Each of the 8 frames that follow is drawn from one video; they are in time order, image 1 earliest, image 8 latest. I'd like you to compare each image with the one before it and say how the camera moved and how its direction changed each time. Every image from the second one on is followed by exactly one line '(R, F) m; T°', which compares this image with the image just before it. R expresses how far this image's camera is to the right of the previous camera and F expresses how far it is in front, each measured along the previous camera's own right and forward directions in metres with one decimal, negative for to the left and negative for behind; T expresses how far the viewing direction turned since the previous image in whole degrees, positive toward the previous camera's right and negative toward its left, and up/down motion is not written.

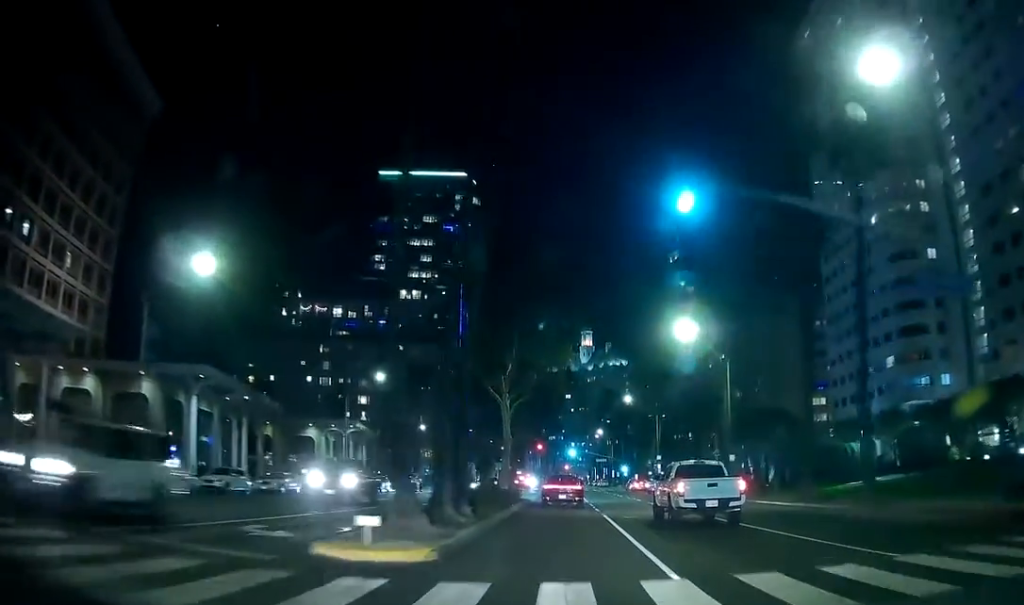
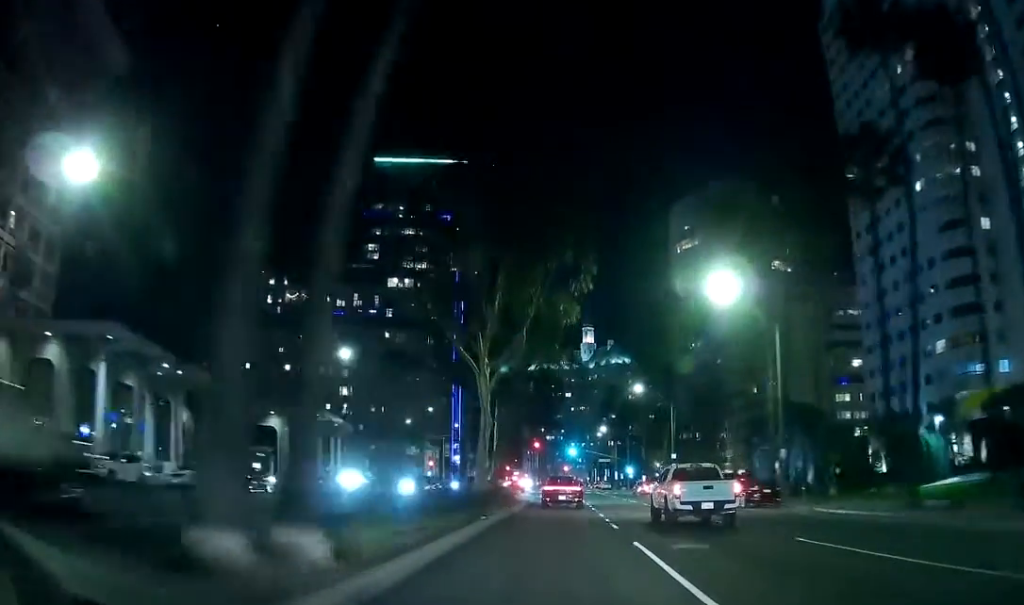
(+0.4, +11.7) m; +2°
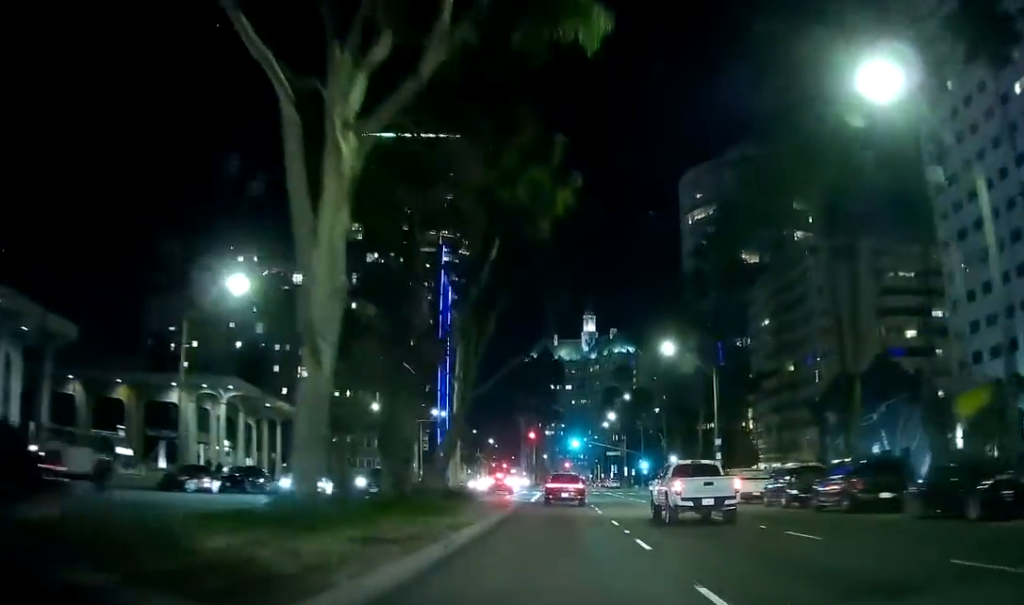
(+0.1, +21.4) m; 0°
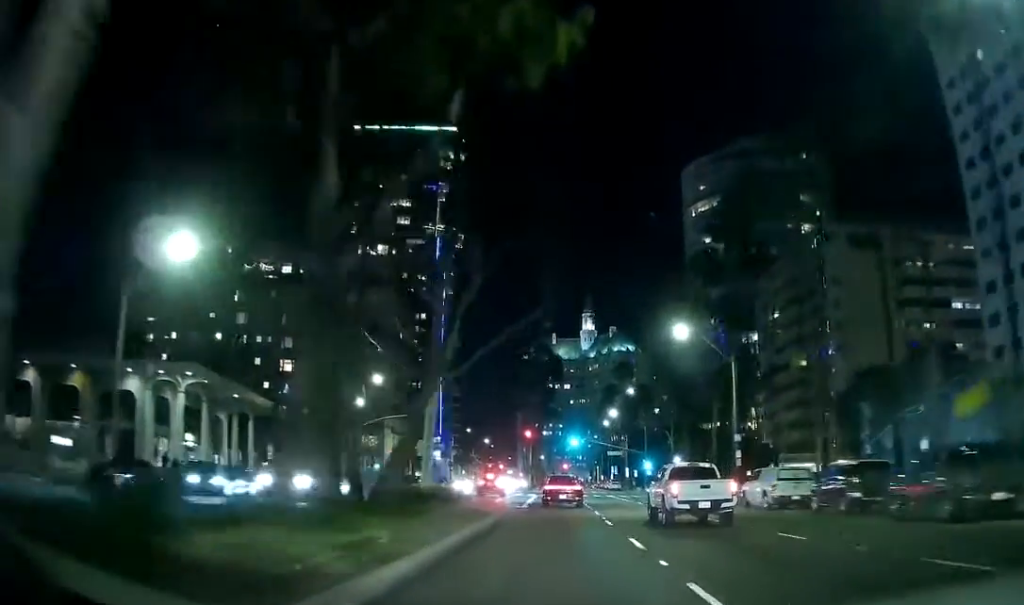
(0.0, +6.5) m; 0°
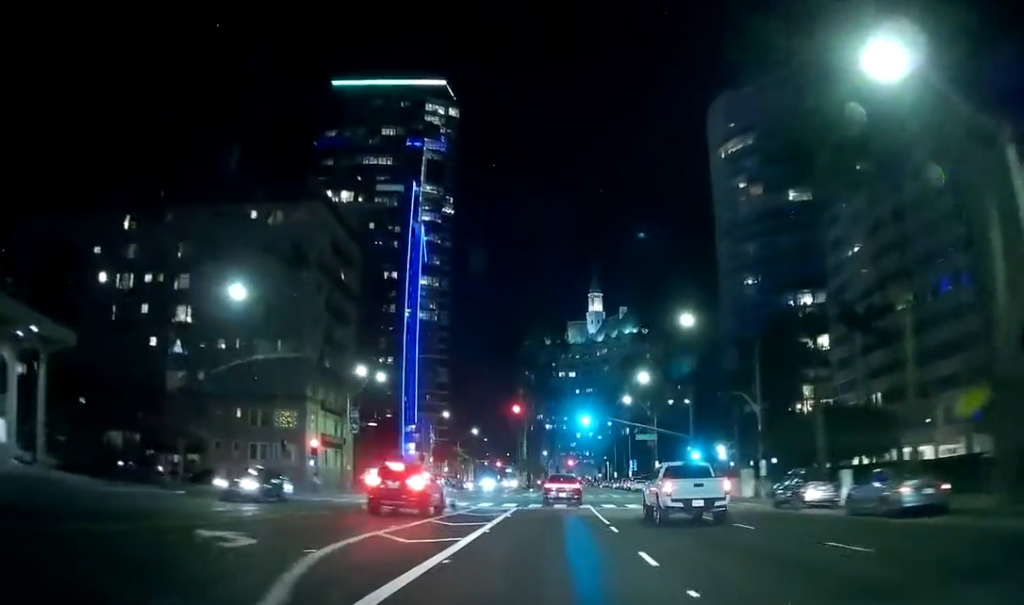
(-0.1, +32.6) m; -1°
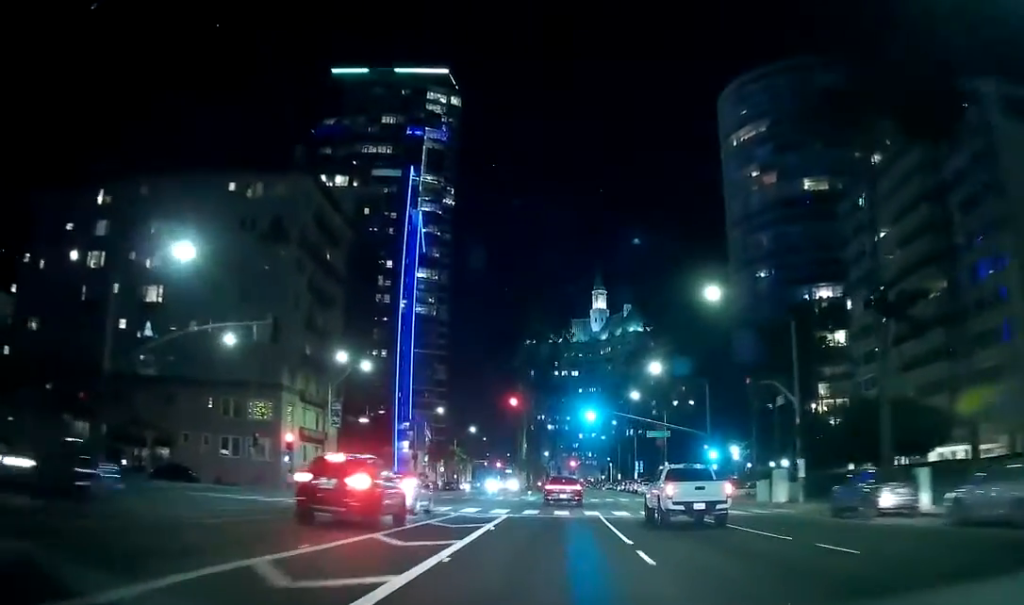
(0.0, +6.9) m; -1°
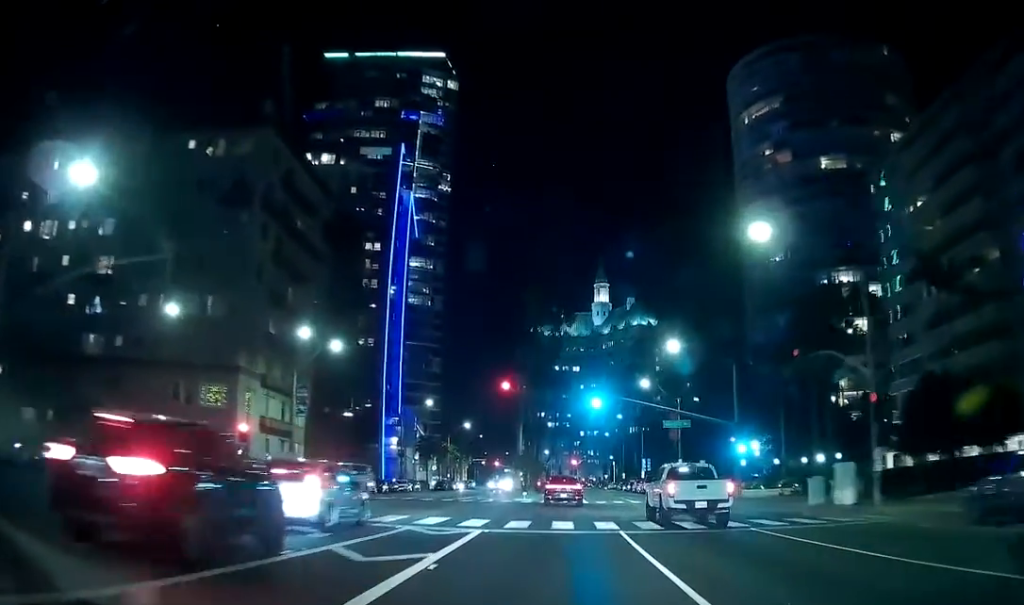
(-0.1, +8.8) m; -1°
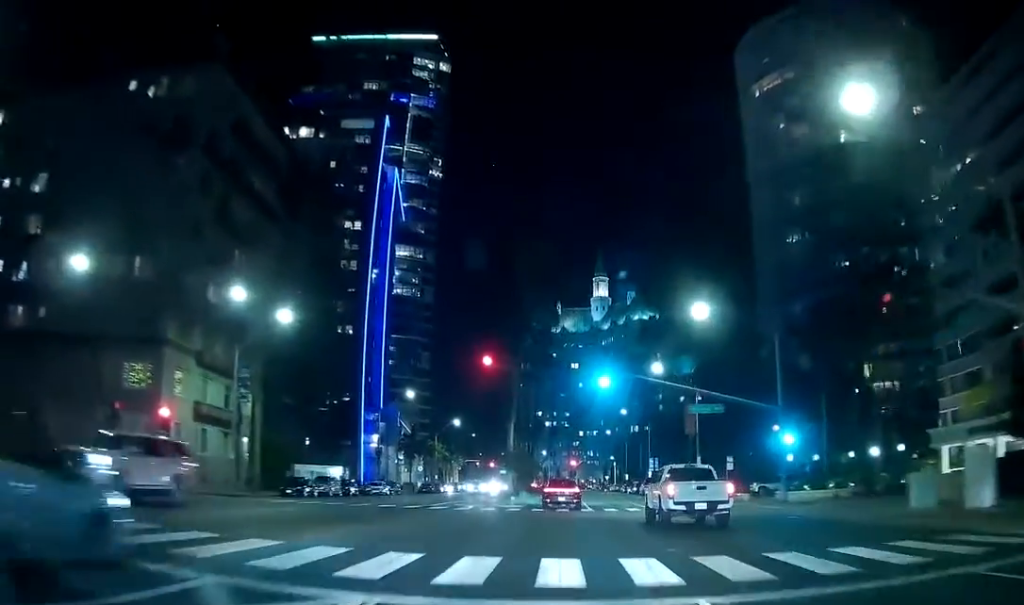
(-0.1, +10.7) m; -1°
